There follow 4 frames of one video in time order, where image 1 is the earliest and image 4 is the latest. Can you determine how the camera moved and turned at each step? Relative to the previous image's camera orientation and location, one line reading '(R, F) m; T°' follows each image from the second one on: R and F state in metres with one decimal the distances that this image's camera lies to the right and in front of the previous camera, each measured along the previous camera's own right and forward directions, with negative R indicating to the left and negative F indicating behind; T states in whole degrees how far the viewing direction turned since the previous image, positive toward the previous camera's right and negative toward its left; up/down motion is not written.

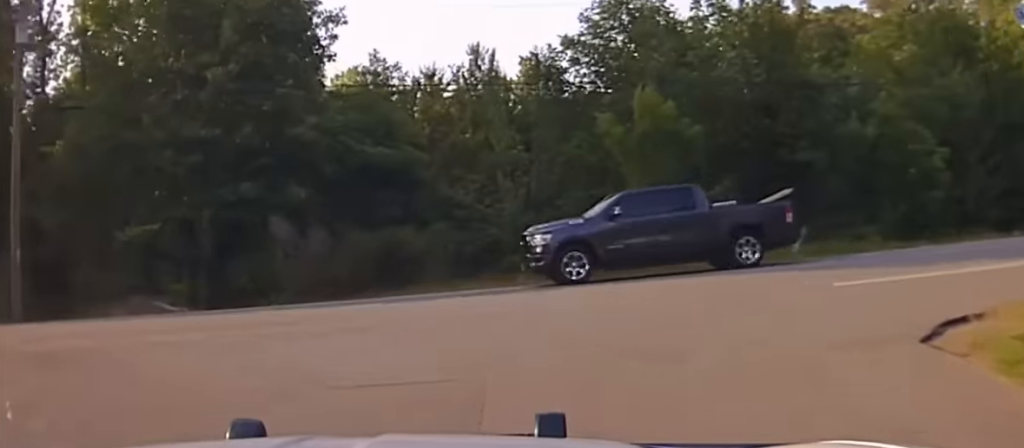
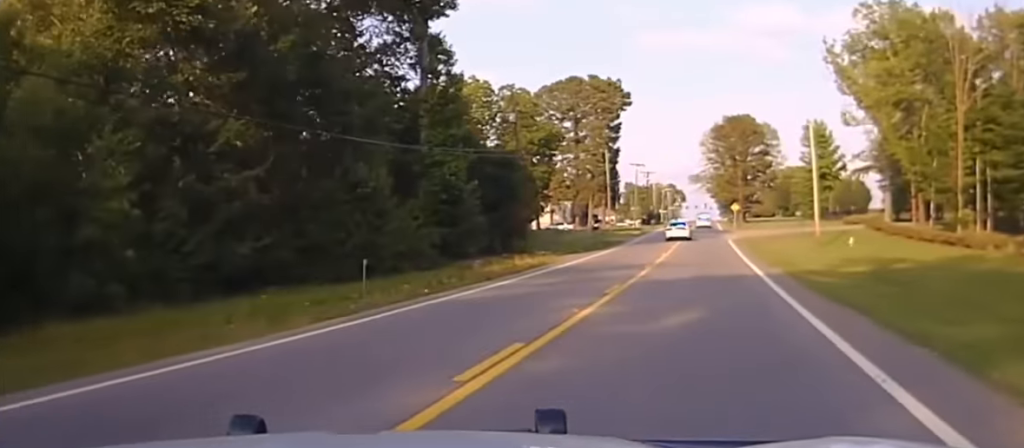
(+4.5, +24.0) m; +61°
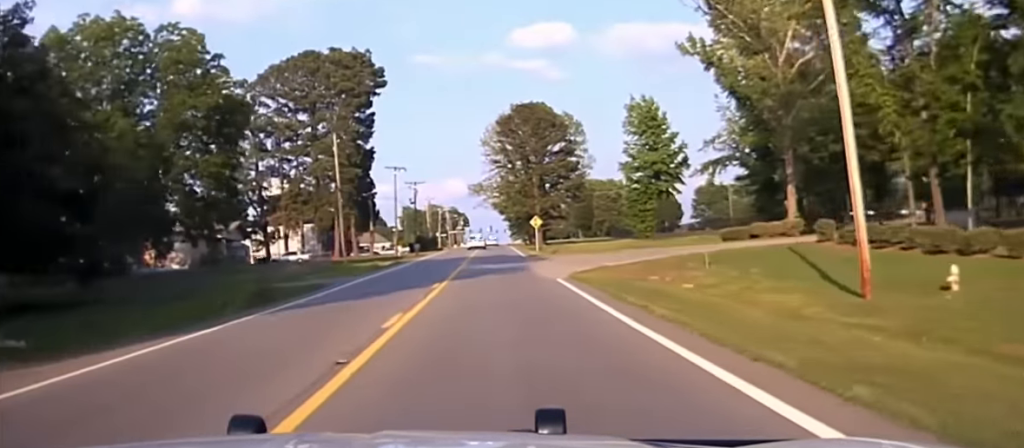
(+18.4, +41.3) m; +24°
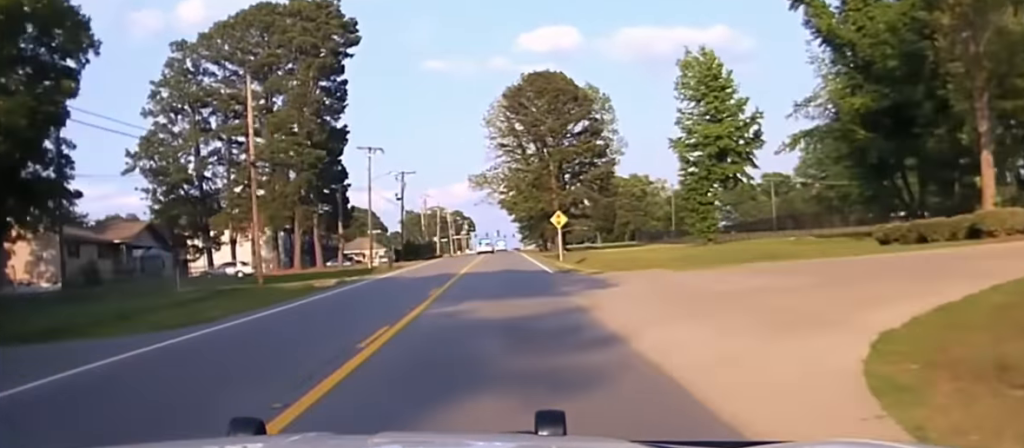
(0.0, +25.2) m; 0°
